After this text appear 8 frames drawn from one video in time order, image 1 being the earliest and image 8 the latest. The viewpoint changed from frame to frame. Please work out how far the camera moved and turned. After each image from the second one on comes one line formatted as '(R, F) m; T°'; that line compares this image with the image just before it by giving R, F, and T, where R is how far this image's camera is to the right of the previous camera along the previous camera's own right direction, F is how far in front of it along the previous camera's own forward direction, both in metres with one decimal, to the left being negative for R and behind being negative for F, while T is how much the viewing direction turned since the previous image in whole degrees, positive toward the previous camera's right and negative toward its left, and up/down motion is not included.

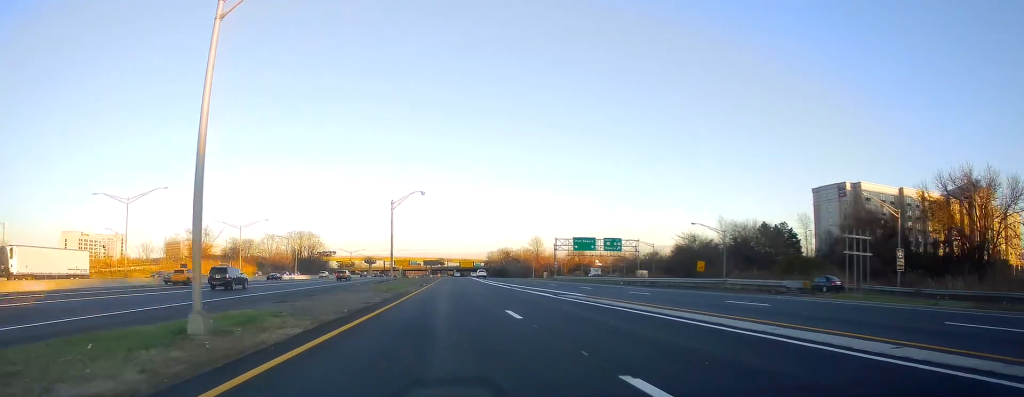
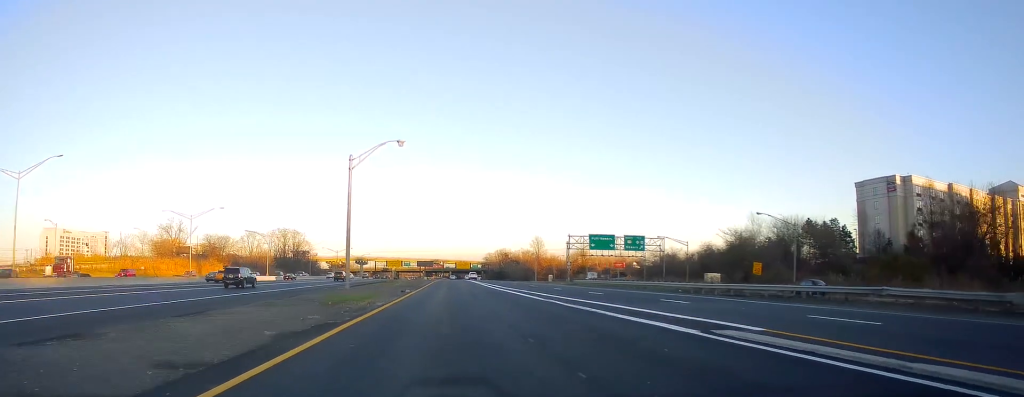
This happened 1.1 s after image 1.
(-0.1, +18.7) m; -1°
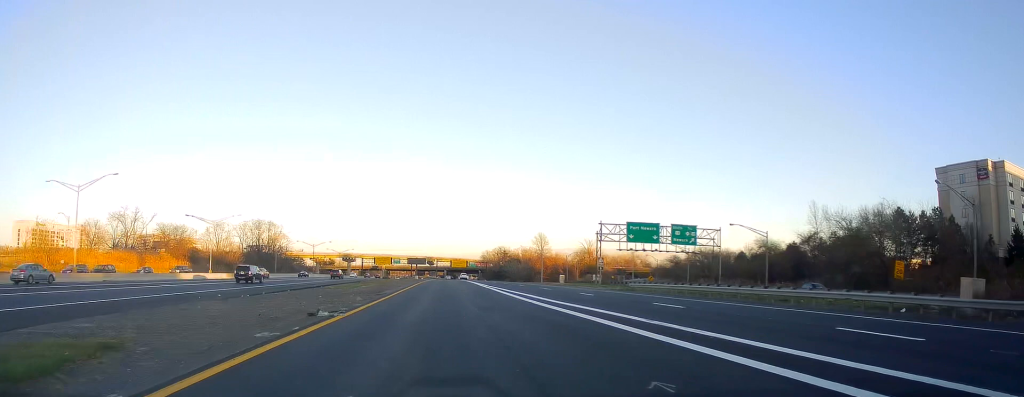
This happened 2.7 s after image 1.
(+0.5, +27.3) m; +2°
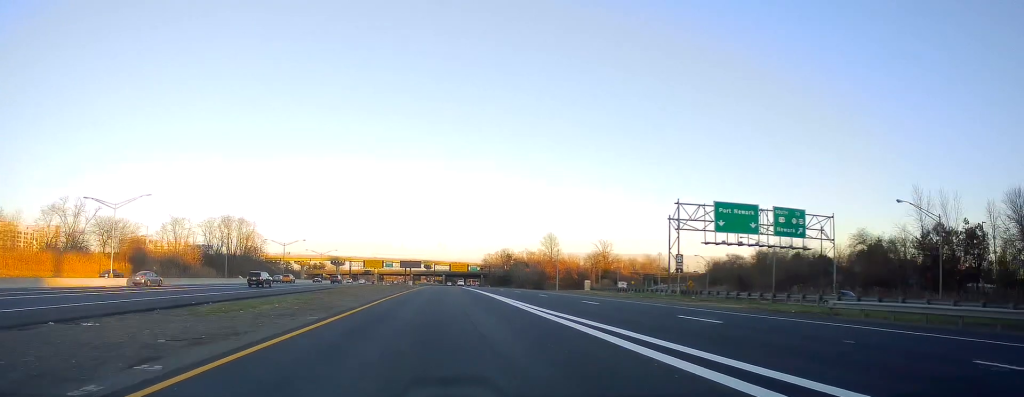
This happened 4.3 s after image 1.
(-1.0, +29.5) m; -2°
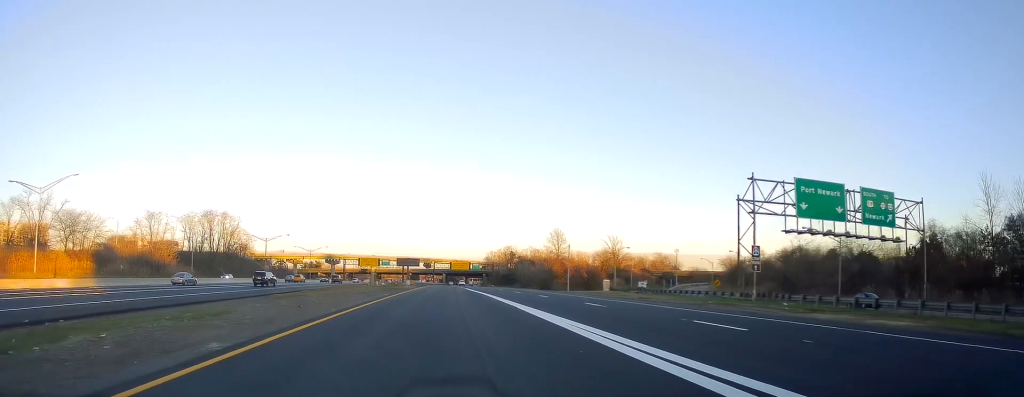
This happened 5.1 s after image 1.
(0.0, +14.4) m; +1°
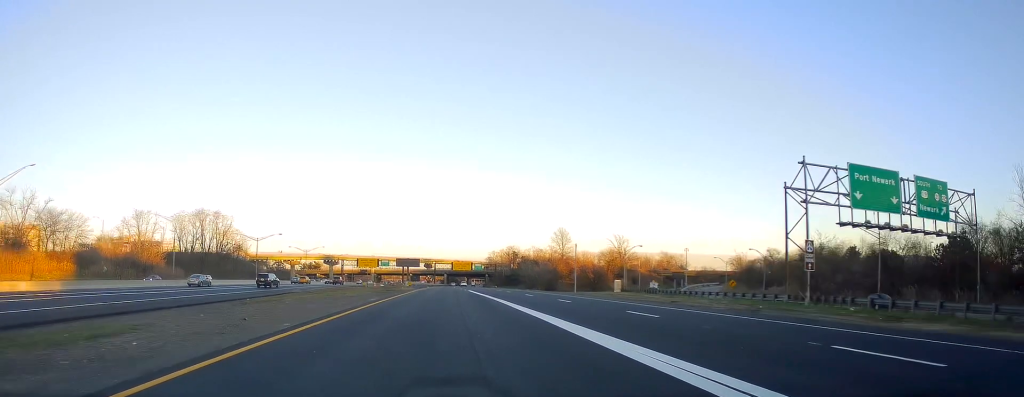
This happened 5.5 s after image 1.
(-0.1, +6.8) m; +1°
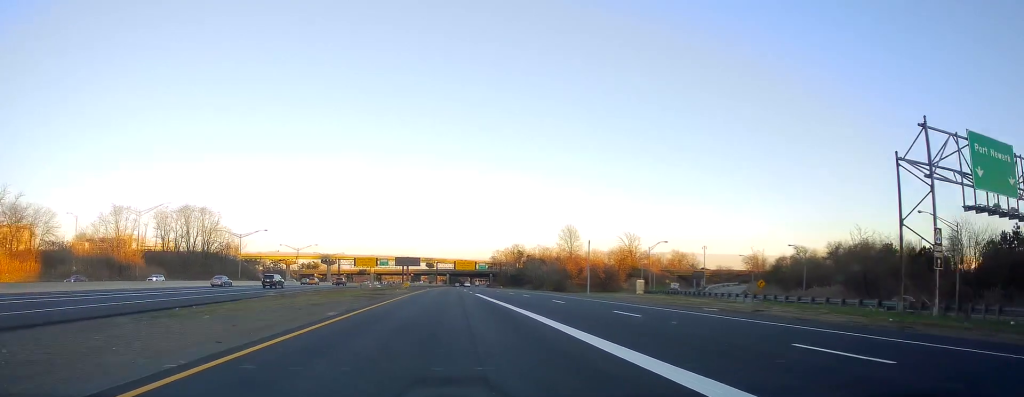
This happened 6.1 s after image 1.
(+0.2, +10.7) m; 0°
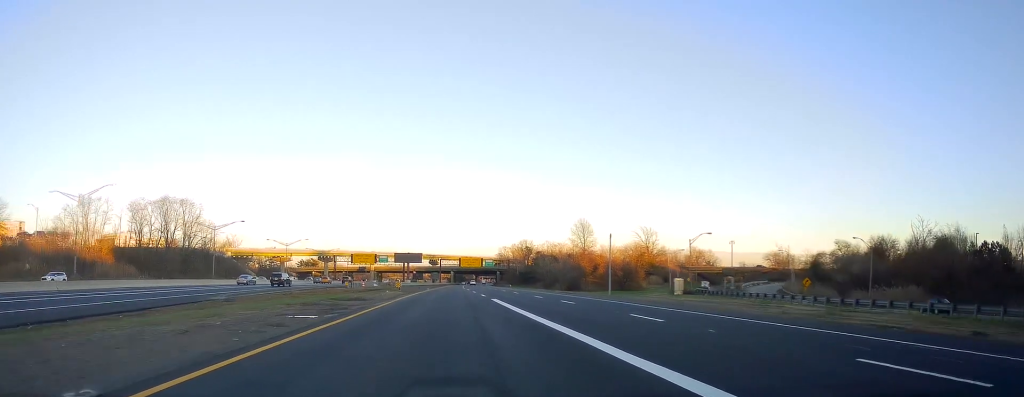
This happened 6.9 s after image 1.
(+0.2, +14.6) m; 0°
